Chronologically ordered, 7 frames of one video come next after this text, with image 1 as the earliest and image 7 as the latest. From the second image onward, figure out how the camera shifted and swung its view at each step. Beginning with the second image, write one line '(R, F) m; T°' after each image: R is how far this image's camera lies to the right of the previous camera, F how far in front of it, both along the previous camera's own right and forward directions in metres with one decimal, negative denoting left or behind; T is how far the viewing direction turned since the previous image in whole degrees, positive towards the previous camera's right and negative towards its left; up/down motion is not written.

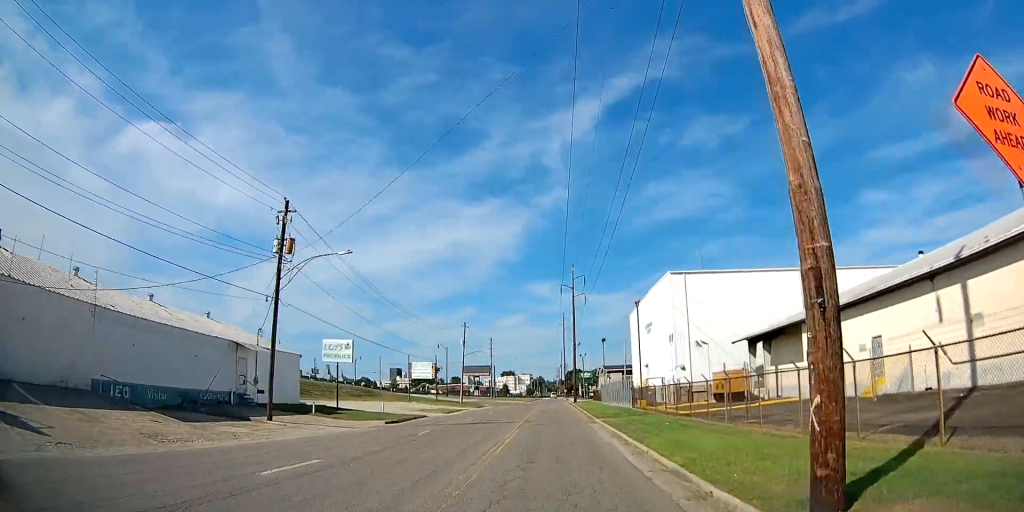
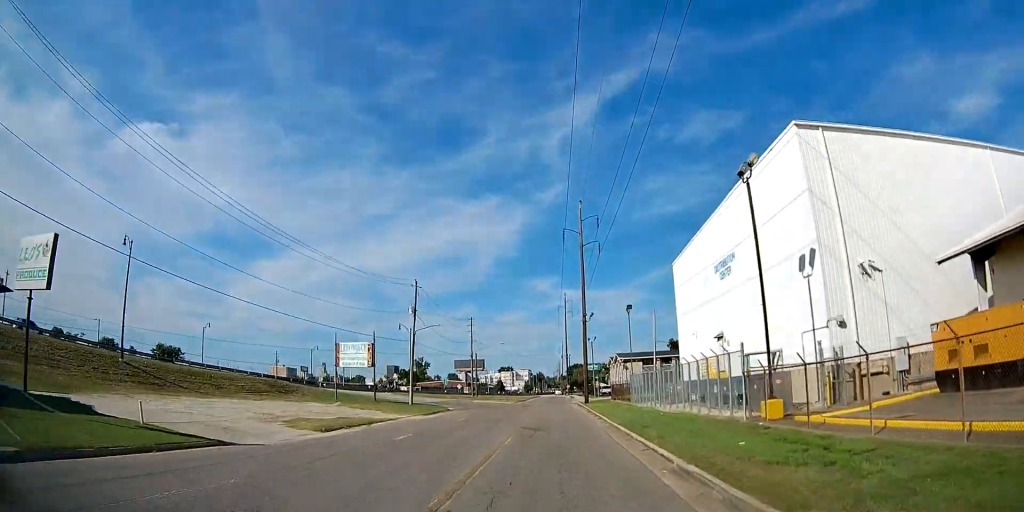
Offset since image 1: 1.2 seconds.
(-0.2, +28.2) m; 0°
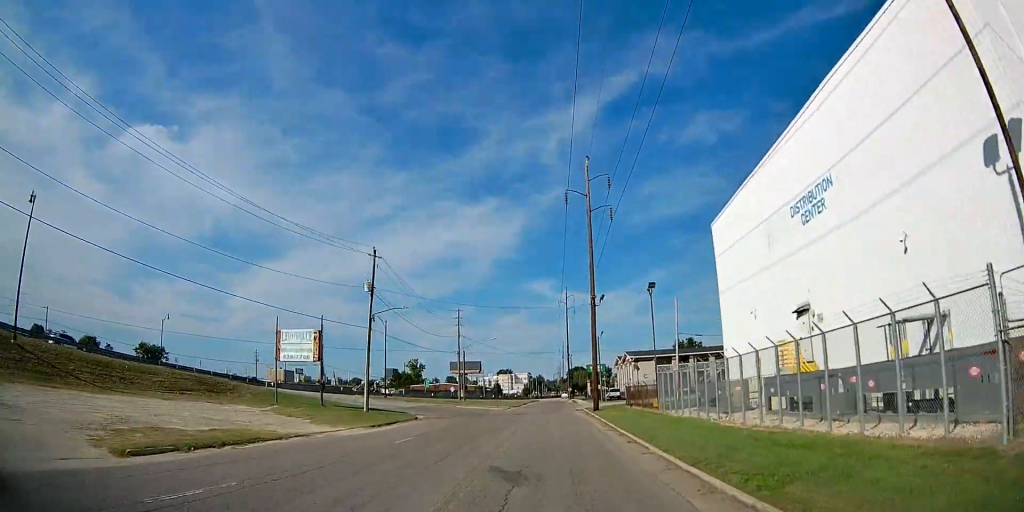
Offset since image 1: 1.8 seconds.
(0.0, +12.4) m; 0°
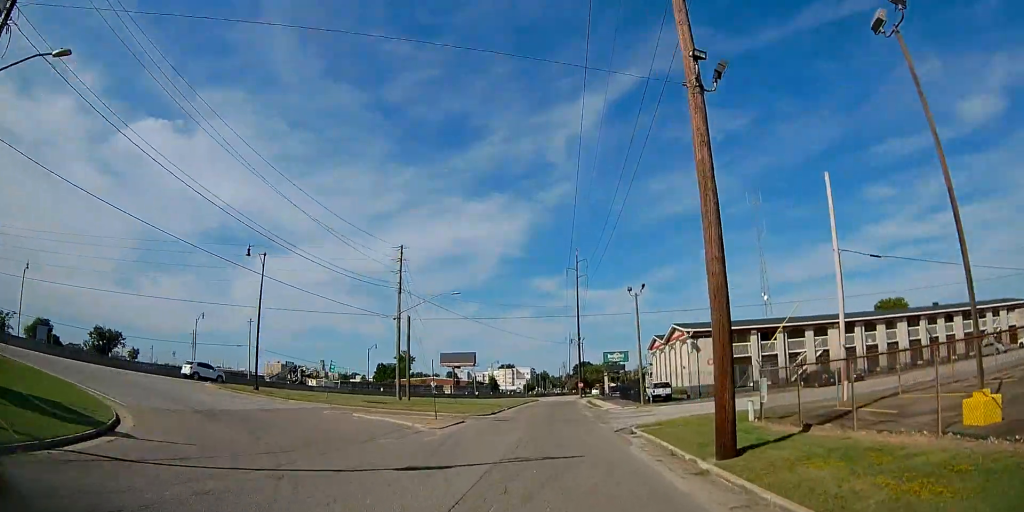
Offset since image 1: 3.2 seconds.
(-1.1, +32.8) m; -2°
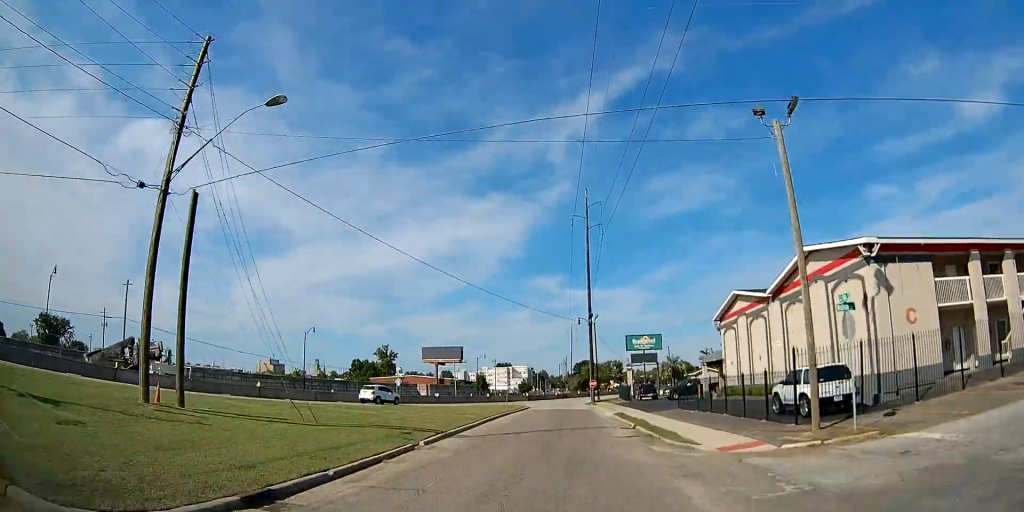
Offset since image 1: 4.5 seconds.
(+1.5, +28.9) m; +5°
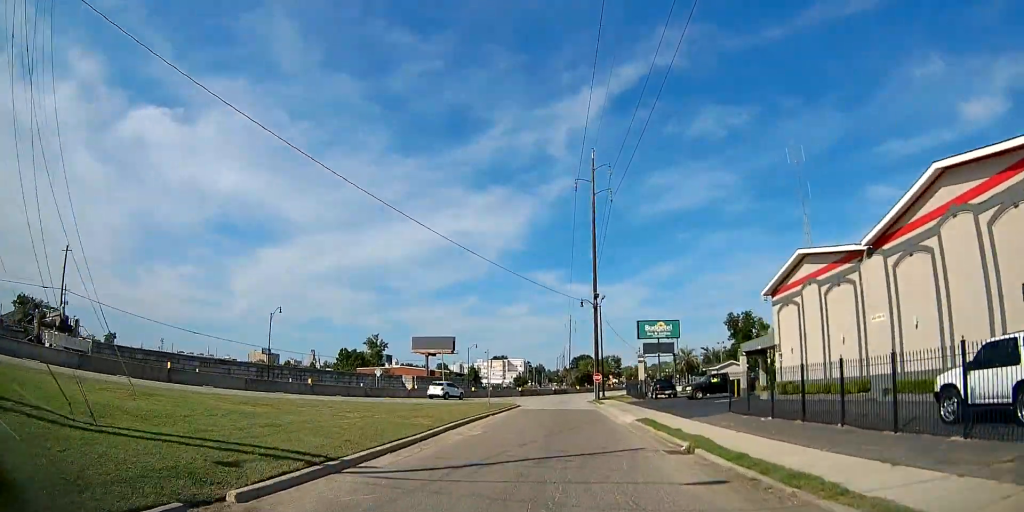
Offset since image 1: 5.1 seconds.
(0.0, +10.0) m; 0°
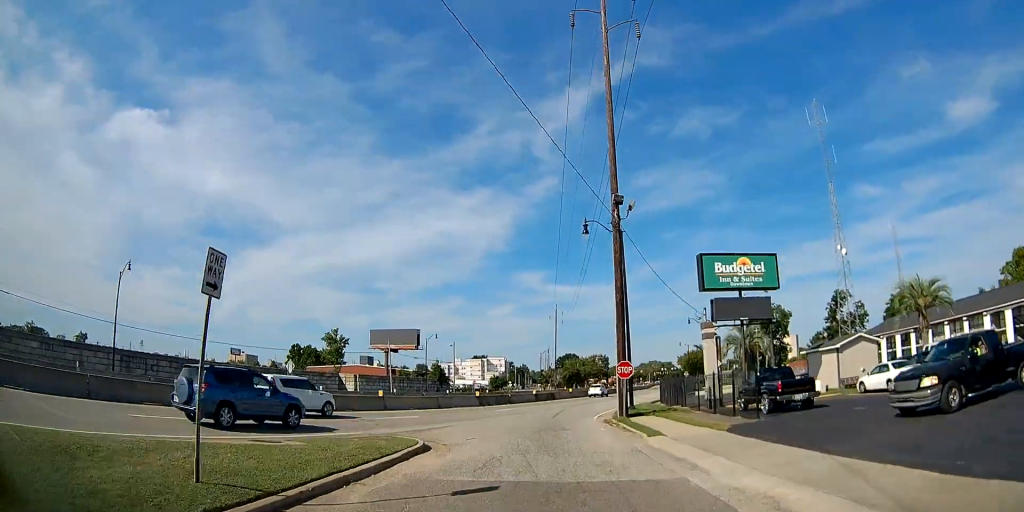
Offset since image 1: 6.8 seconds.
(-1.2, +28.4) m; -1°
